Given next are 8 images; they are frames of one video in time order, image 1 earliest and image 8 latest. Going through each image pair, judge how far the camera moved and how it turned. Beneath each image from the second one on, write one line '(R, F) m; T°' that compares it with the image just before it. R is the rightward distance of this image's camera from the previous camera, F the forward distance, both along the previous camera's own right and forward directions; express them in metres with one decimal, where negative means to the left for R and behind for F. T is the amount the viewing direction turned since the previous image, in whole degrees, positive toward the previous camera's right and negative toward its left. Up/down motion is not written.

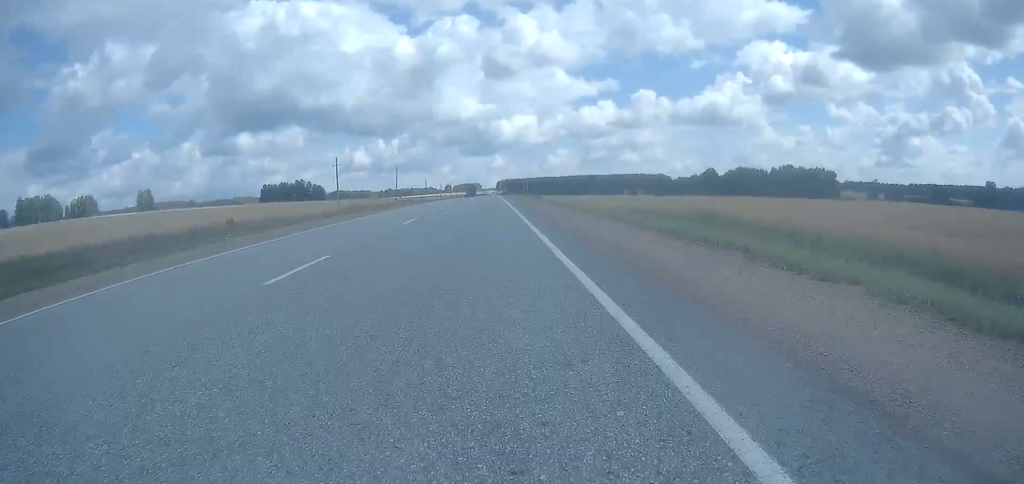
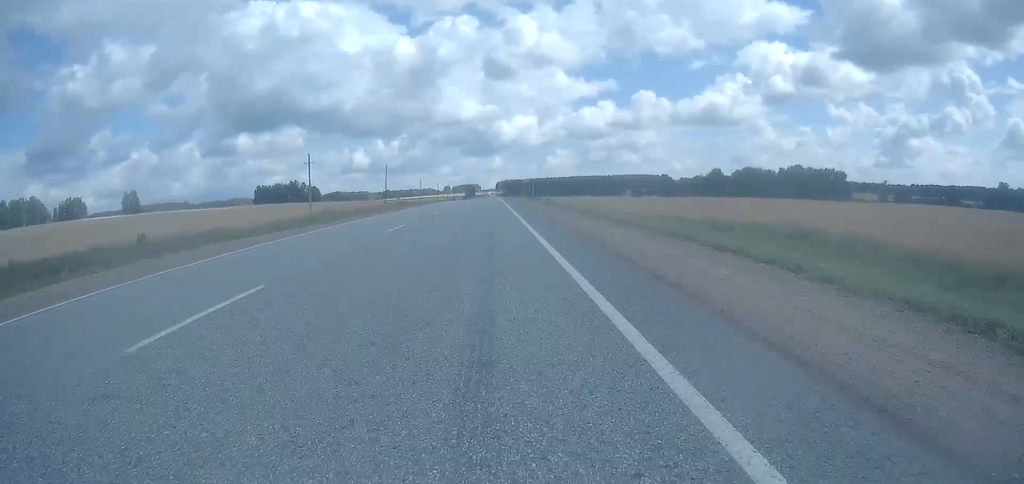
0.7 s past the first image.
(0.0, +15.0) m; 0°
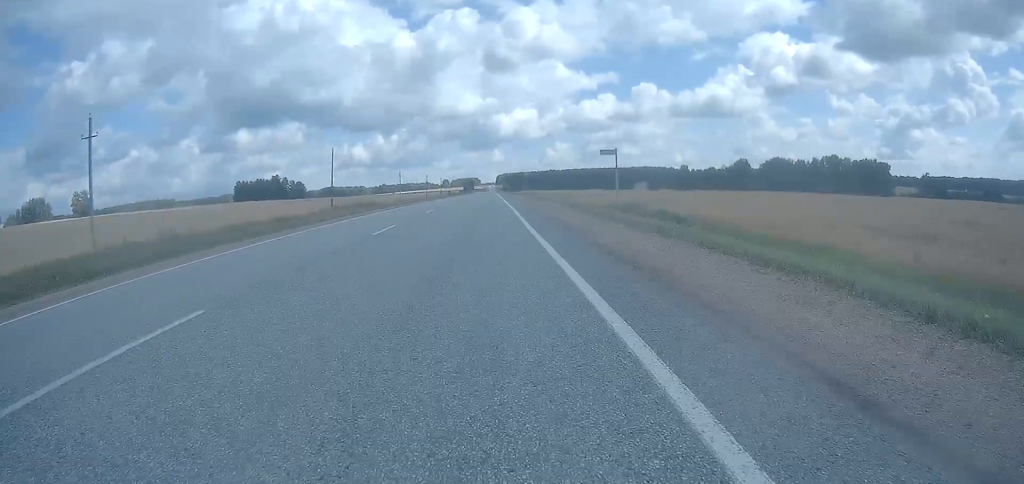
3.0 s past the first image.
(+0.2, +49.8) m; 0°
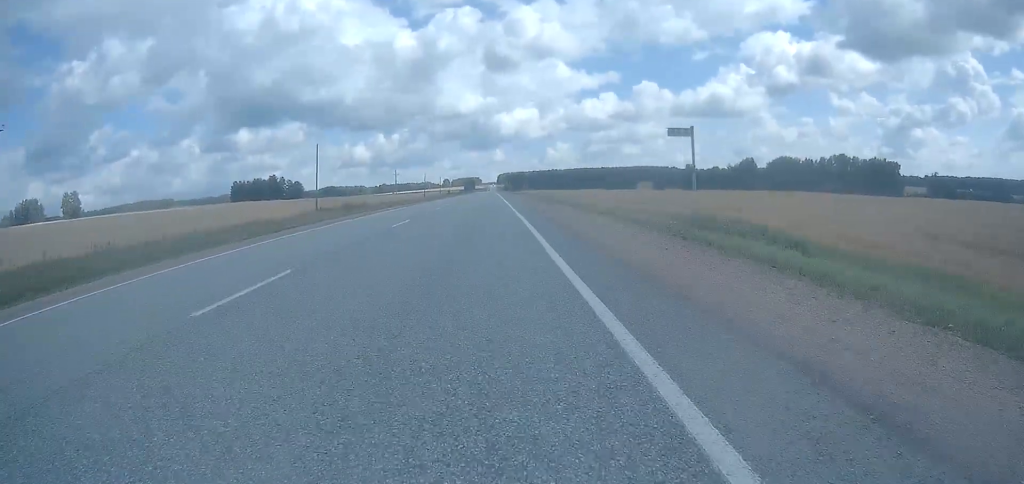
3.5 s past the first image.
(0.0, +9.2) m; 0°
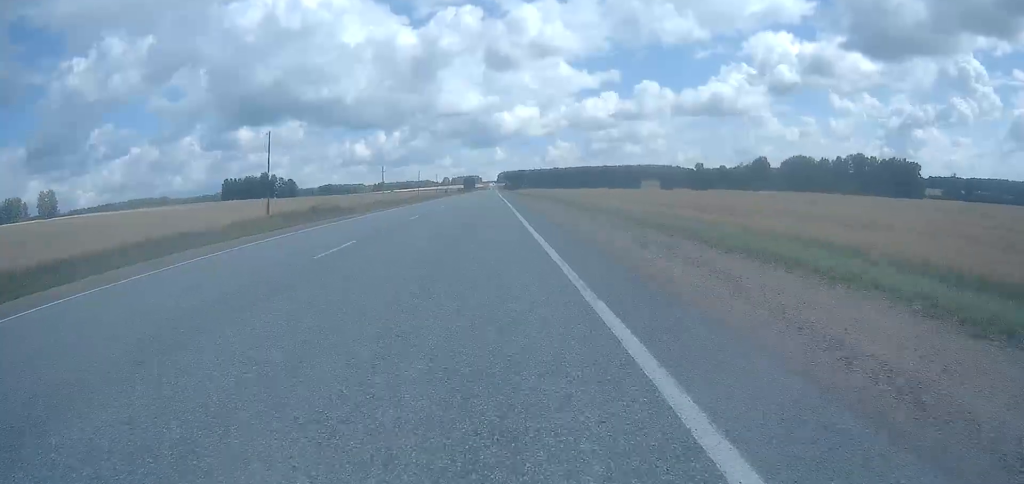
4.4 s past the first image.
(0.0, +19.6) m; 0°
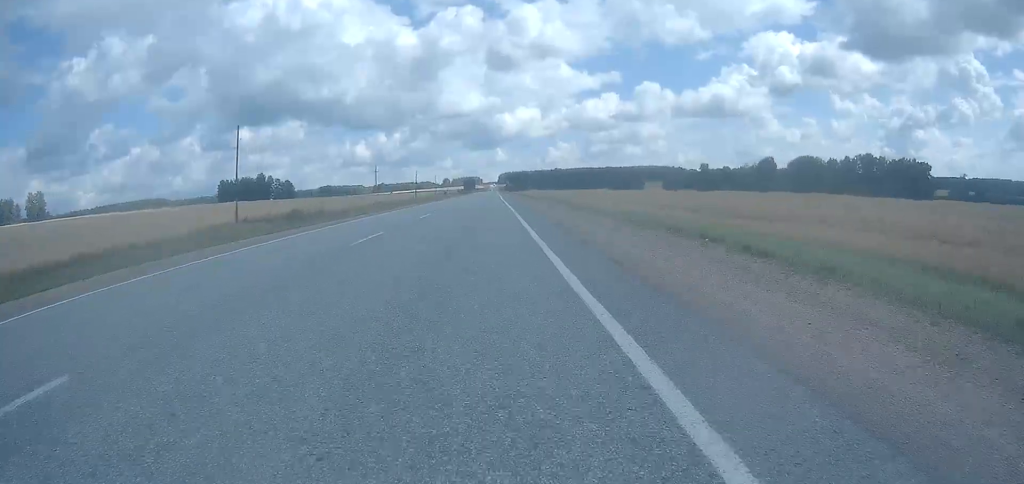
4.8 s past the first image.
(0.0, +9.1) m; 0°
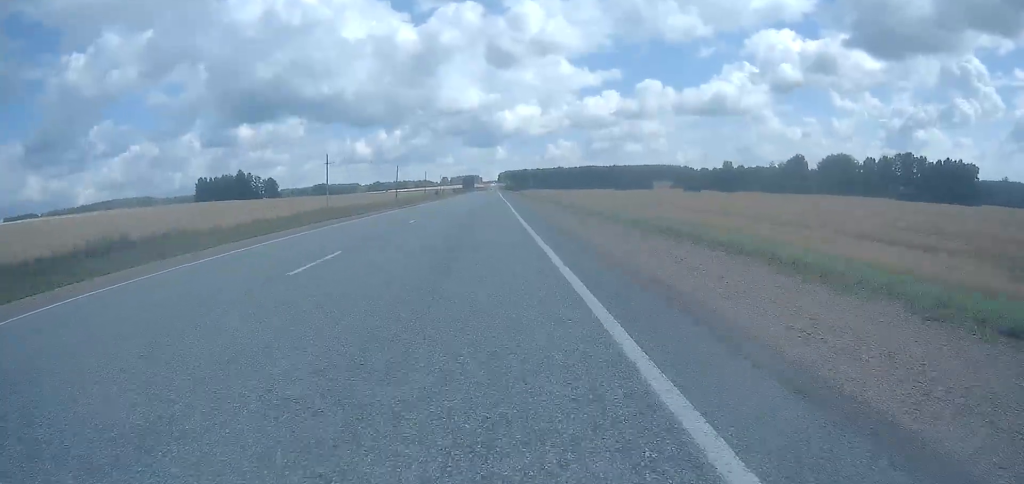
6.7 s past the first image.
(-0.1, +39.7) m; 0°
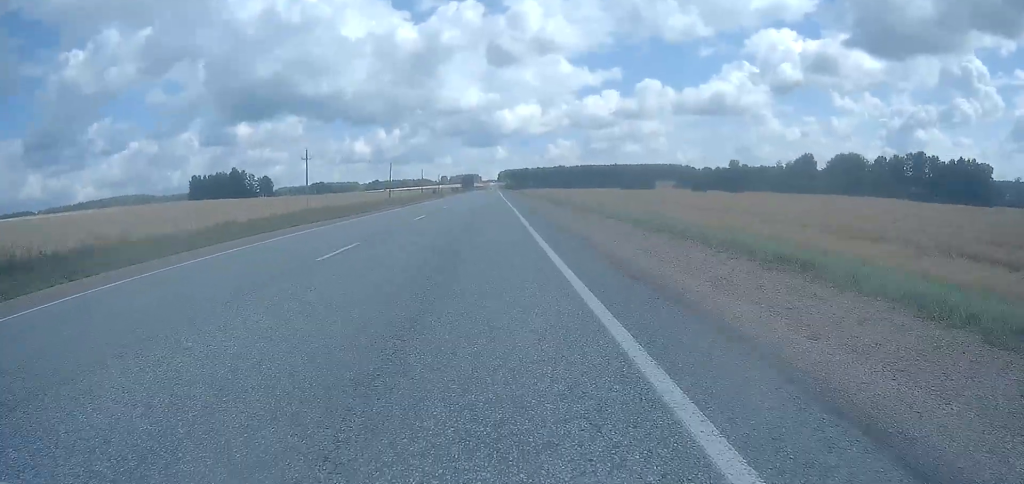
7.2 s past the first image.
(-0.1, +10.3) m; 0°
